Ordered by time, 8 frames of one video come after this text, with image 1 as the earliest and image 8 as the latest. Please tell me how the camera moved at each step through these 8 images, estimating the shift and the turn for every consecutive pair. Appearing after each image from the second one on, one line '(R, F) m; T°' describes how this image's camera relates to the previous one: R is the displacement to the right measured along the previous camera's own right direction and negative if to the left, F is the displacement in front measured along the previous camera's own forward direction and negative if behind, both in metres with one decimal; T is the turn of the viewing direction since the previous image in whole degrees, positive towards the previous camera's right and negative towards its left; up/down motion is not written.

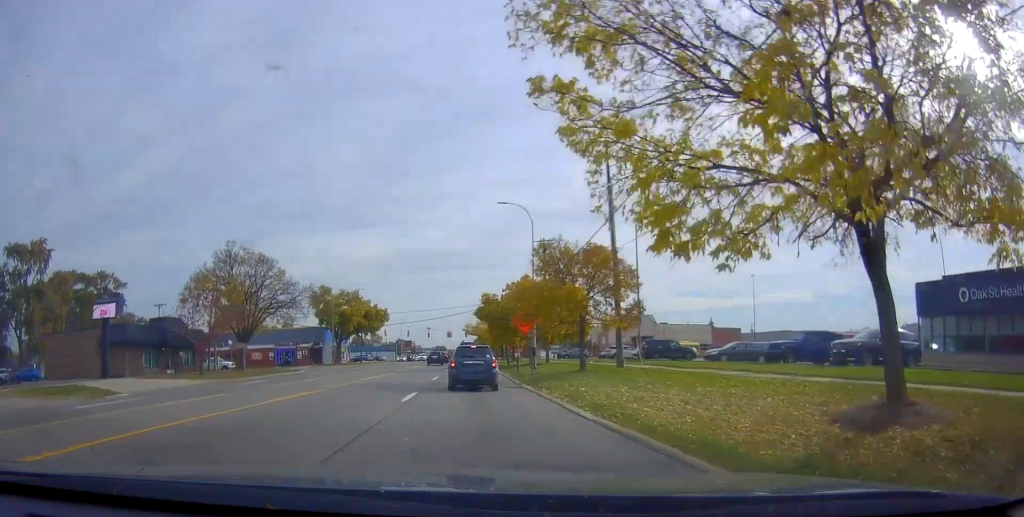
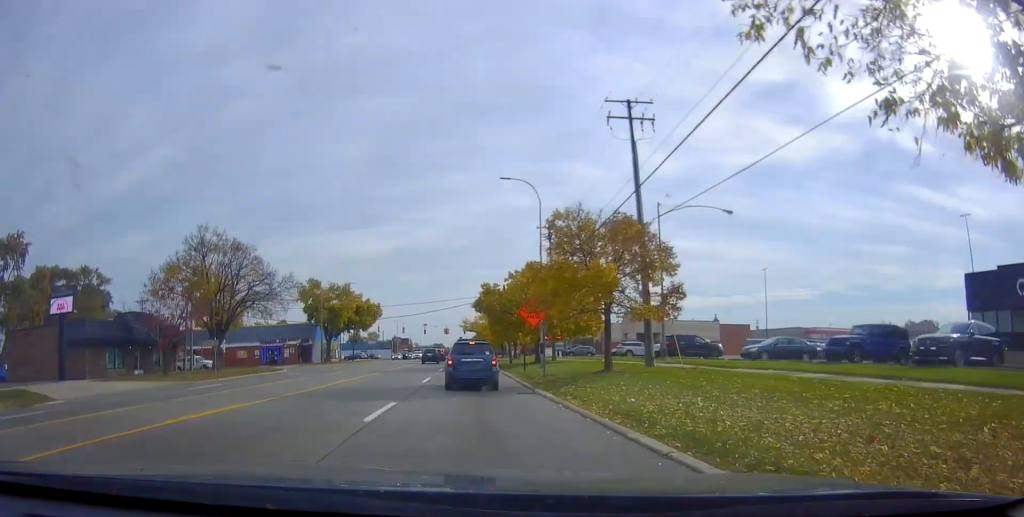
(+0.2, +5.7) m; +2°
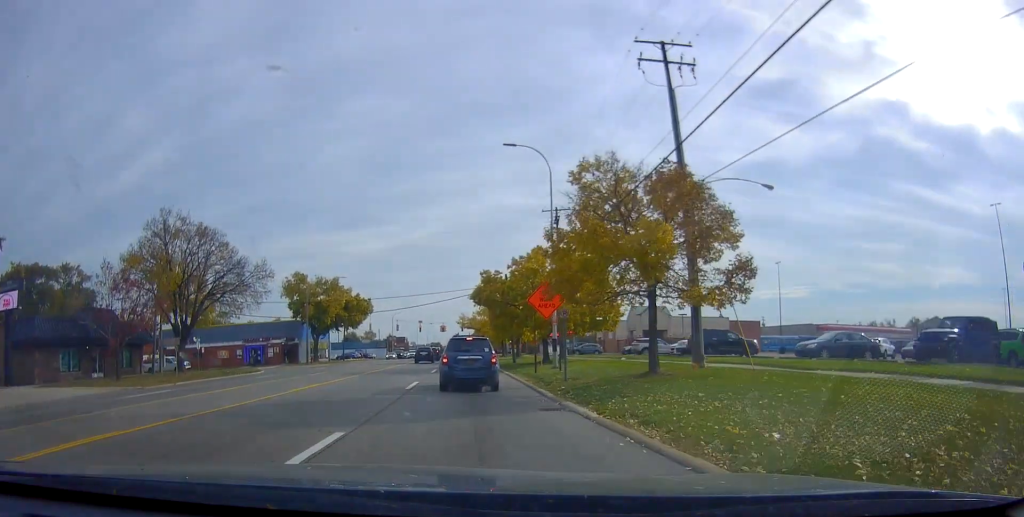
(0.0, +5.9) m; 0°
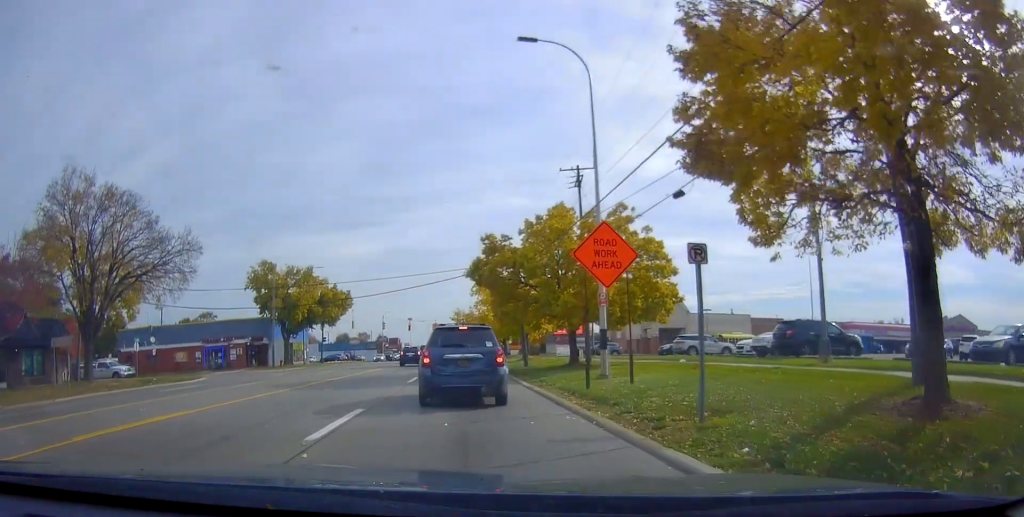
(0.0, +12.0) m; 0°
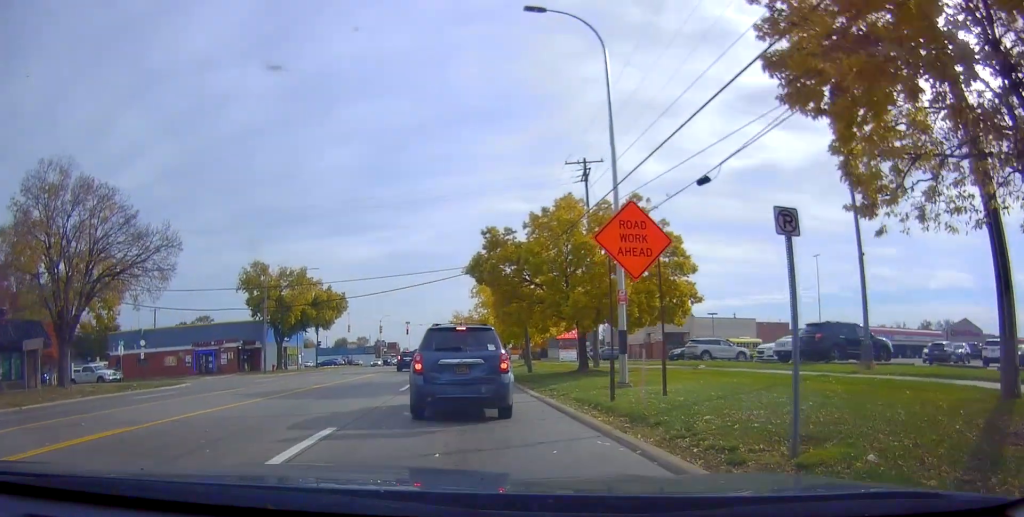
(0.0, +2.7) m; 0°
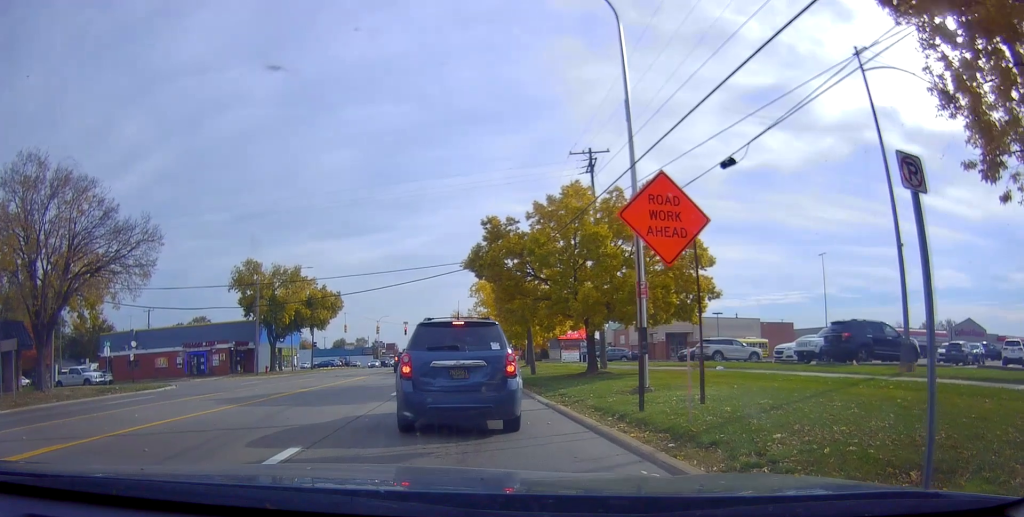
(0.0, +1.8) m; 0°
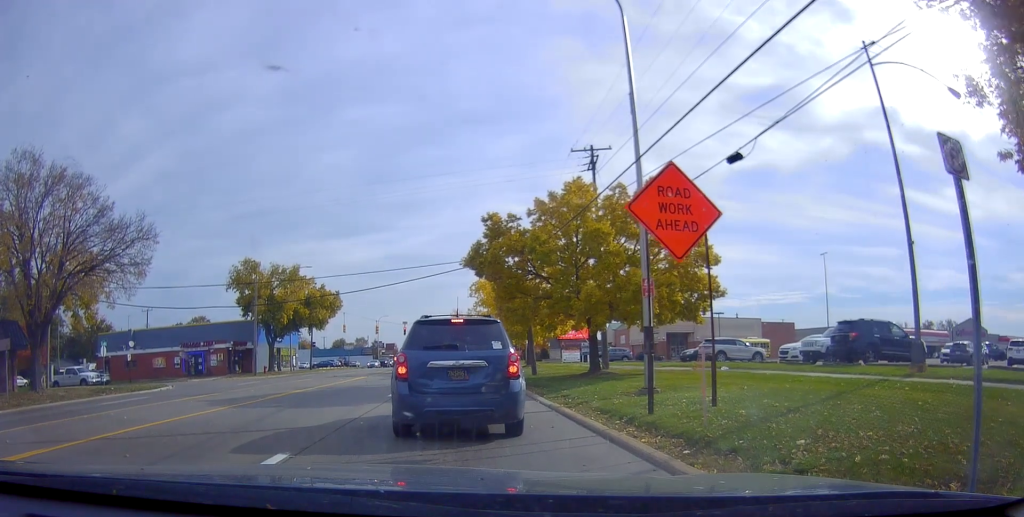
(0.0, +0.4) m; 0°
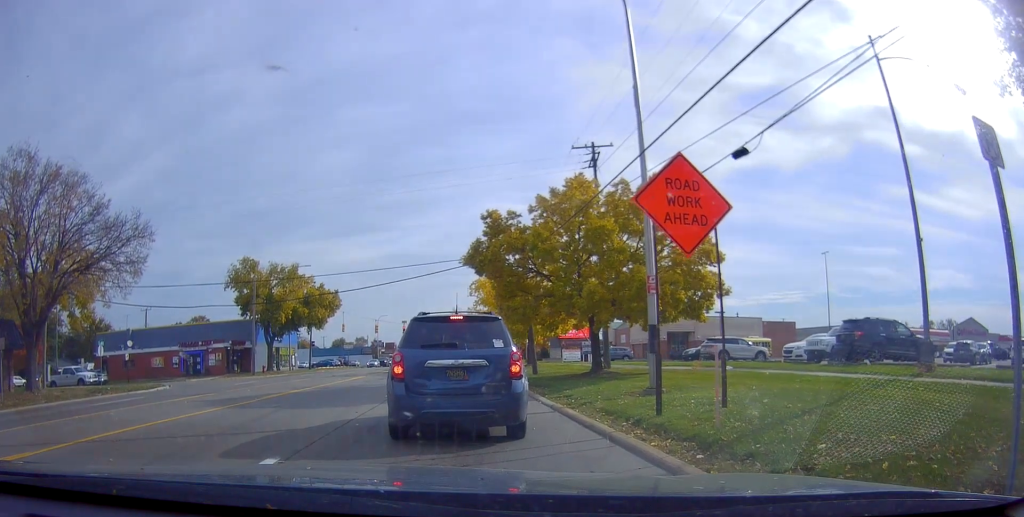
(0.0, +0.1) m; 0°
